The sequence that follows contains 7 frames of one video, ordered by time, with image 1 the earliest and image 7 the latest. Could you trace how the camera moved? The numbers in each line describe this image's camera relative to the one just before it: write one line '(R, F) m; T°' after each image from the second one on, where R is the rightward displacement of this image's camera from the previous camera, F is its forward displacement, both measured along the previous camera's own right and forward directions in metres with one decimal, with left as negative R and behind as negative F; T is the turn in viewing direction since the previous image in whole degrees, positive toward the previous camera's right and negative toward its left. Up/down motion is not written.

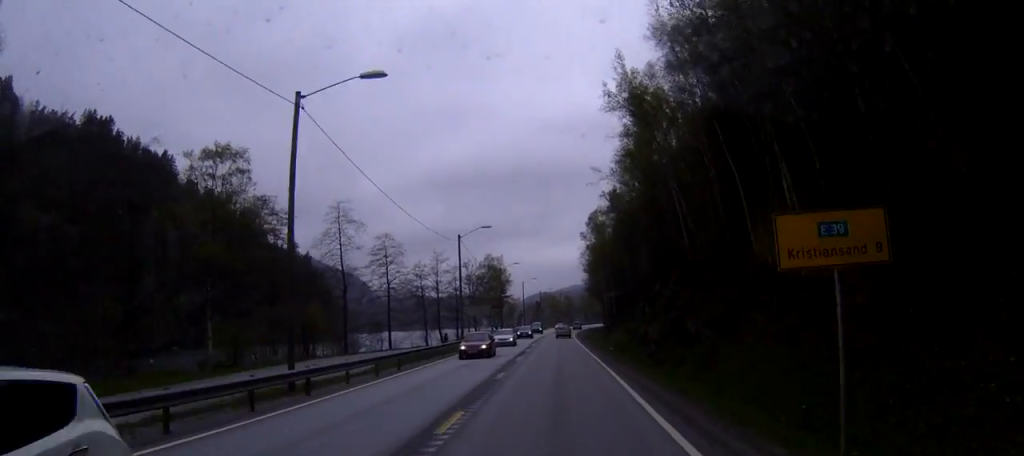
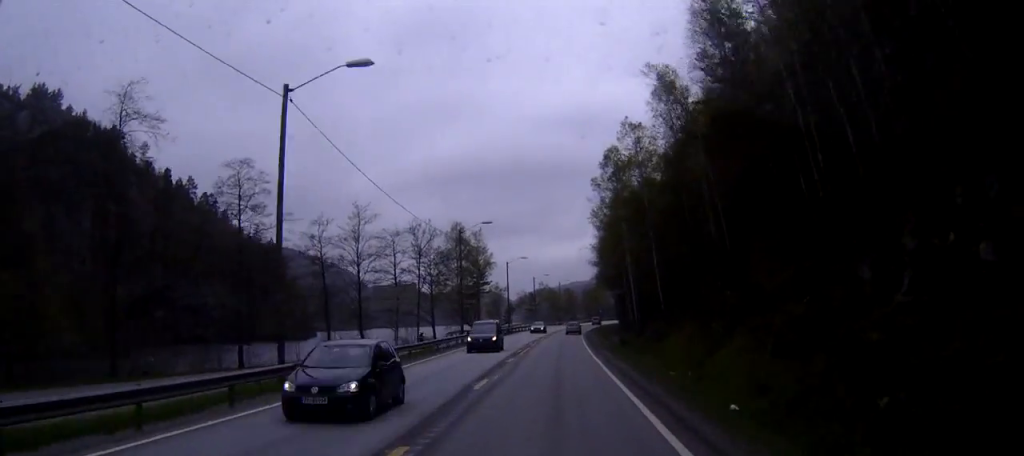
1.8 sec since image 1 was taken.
(+0.7, +40.0) m; +2°
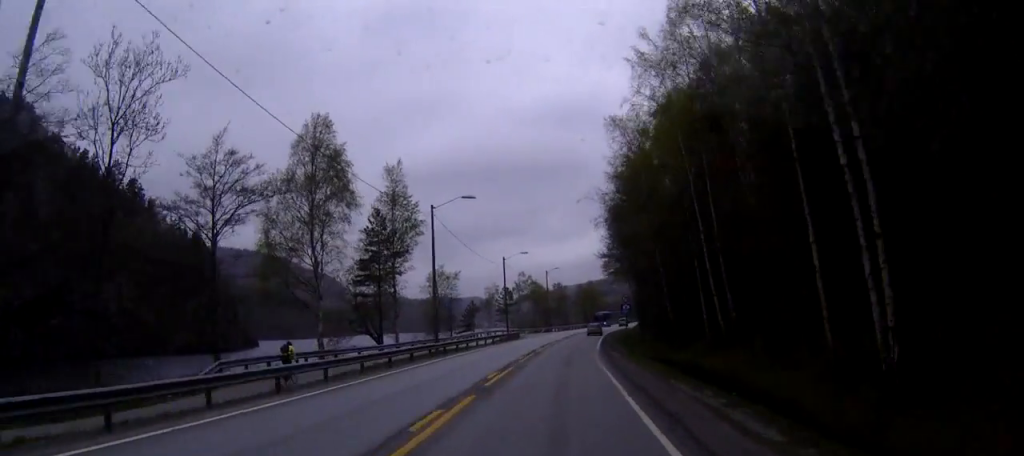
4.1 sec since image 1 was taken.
(-0.1, +51.8) m; +1°
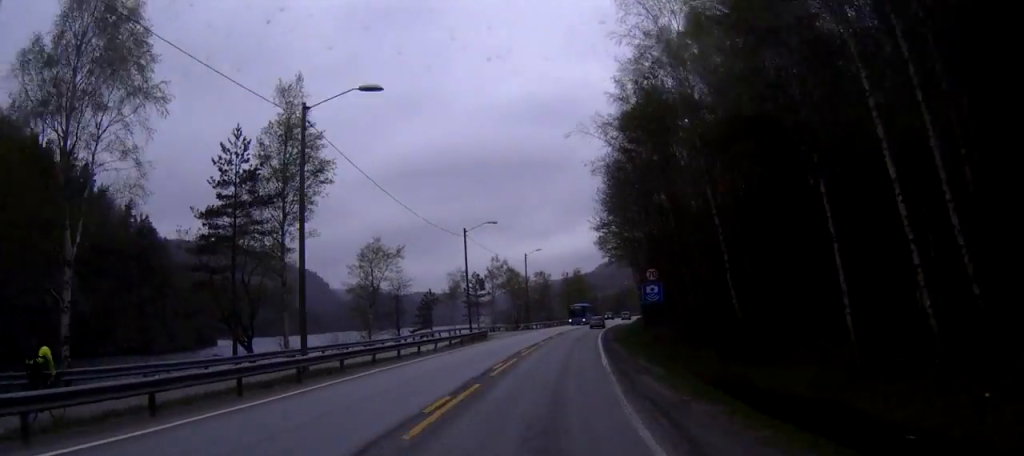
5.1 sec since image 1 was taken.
(+0.4, +22.2) m; 0°
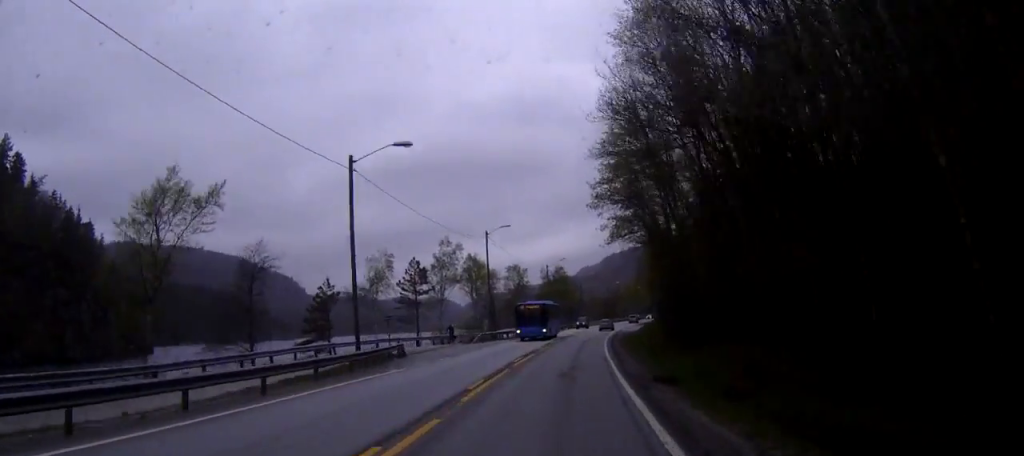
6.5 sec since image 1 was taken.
(-0.3, +30.7) m; +1°
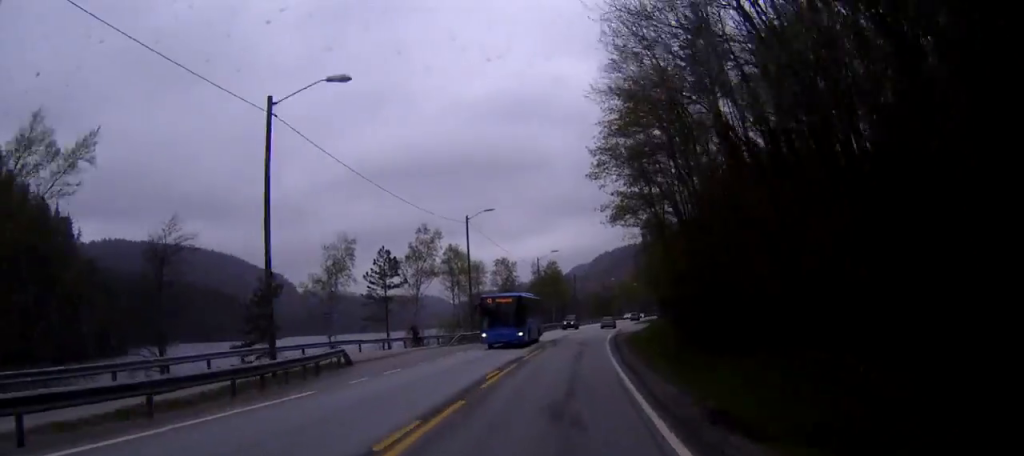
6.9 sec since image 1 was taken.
(+0.4, +9.4) m; +1°
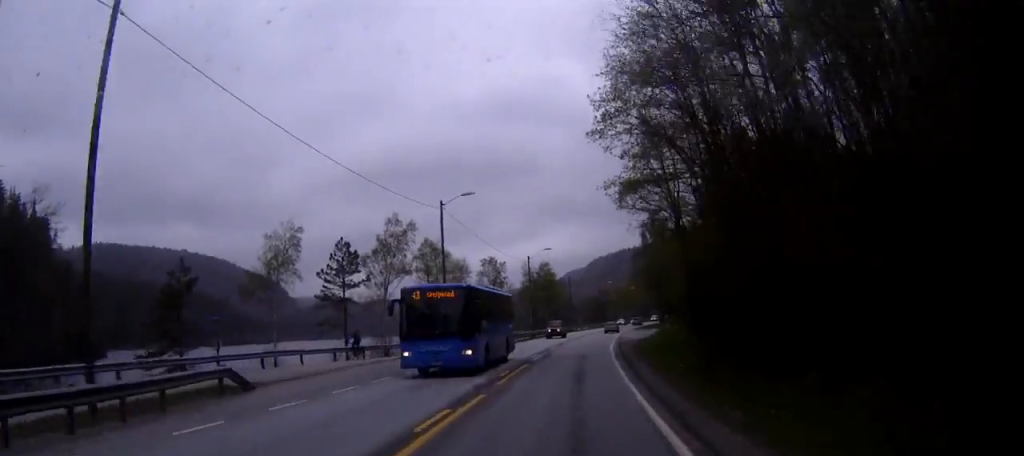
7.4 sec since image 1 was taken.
(+0.2, +10.1) m; +1°
